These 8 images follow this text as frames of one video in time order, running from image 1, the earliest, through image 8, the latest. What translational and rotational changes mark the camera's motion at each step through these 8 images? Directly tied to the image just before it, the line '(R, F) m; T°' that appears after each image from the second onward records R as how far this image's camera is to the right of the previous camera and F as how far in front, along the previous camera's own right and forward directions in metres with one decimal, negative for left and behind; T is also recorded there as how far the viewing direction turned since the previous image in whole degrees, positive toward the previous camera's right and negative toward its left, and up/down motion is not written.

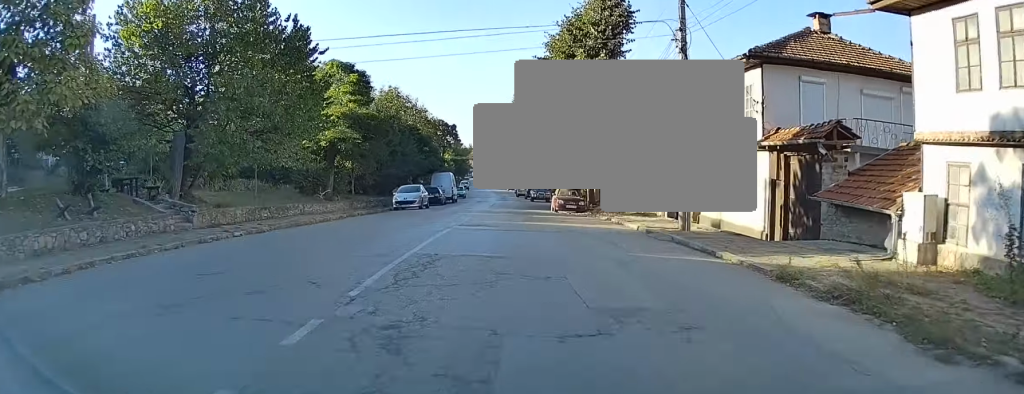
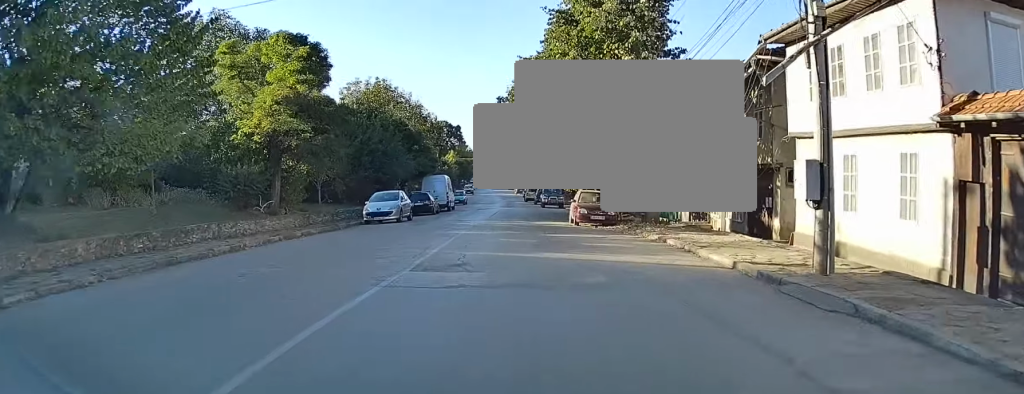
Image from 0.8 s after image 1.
(0.0, +9.5) m; 0°
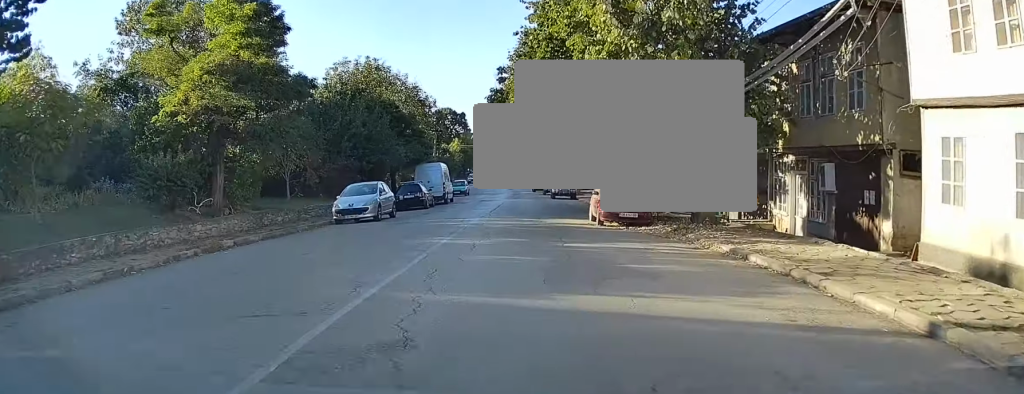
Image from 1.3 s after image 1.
(+0.1, +6.3) m; -1°
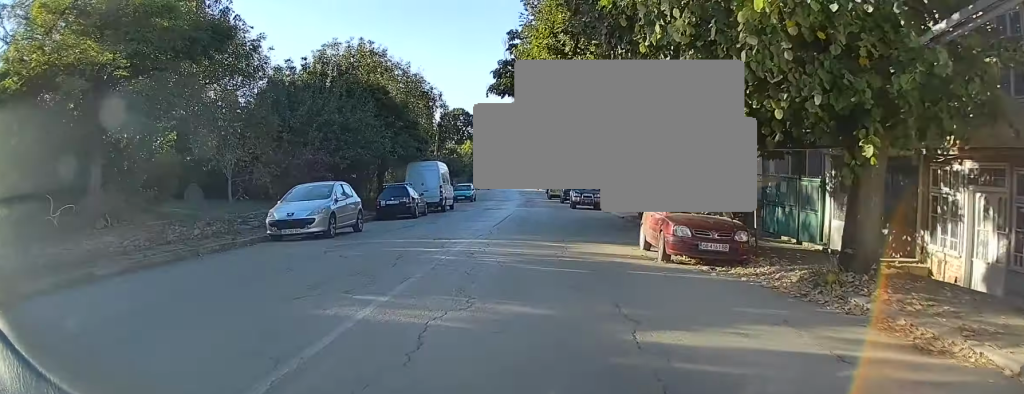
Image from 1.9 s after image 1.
(0.0, +8.1) m; -1°
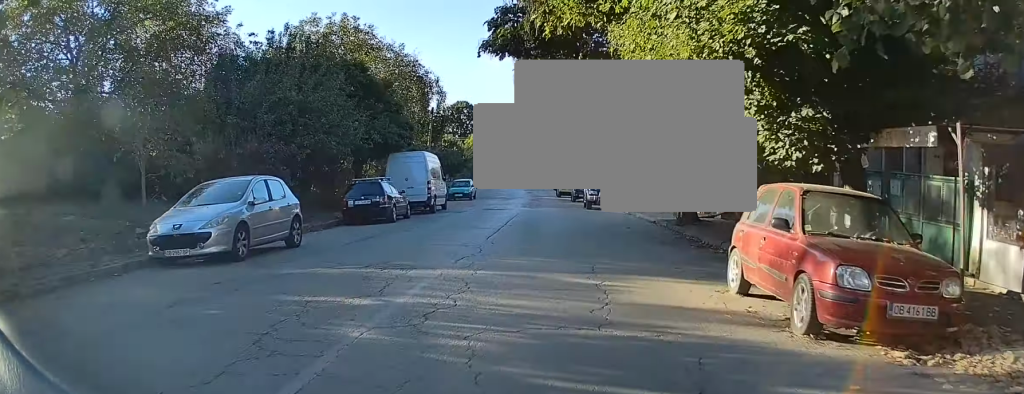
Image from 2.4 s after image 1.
(-0.2, +6.4) m; 0°
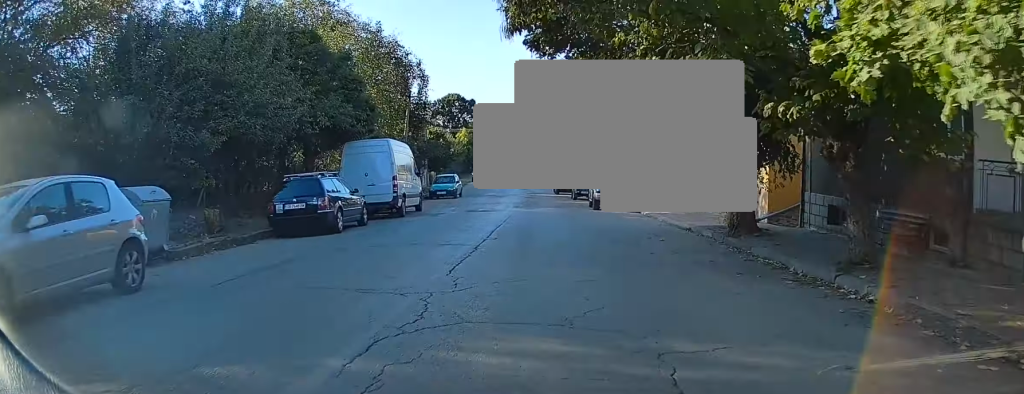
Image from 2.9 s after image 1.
(0.0, +6.4) m; 0°
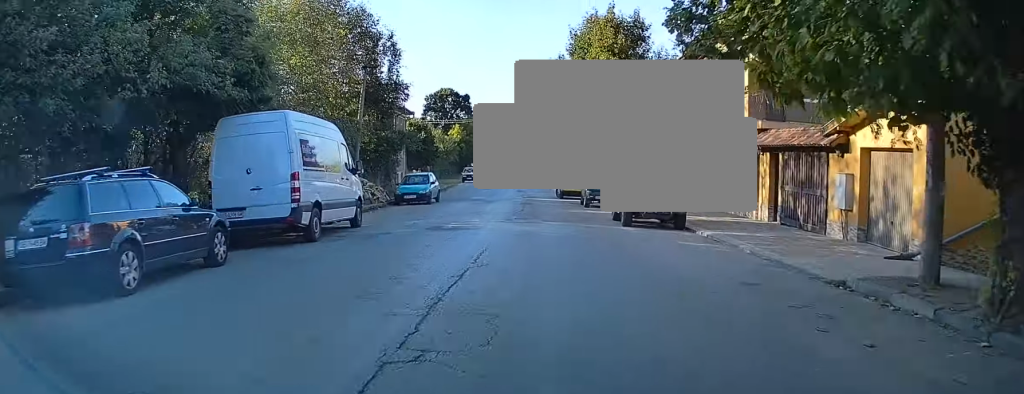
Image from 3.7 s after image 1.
(+0.2, +9.9) m; 0°
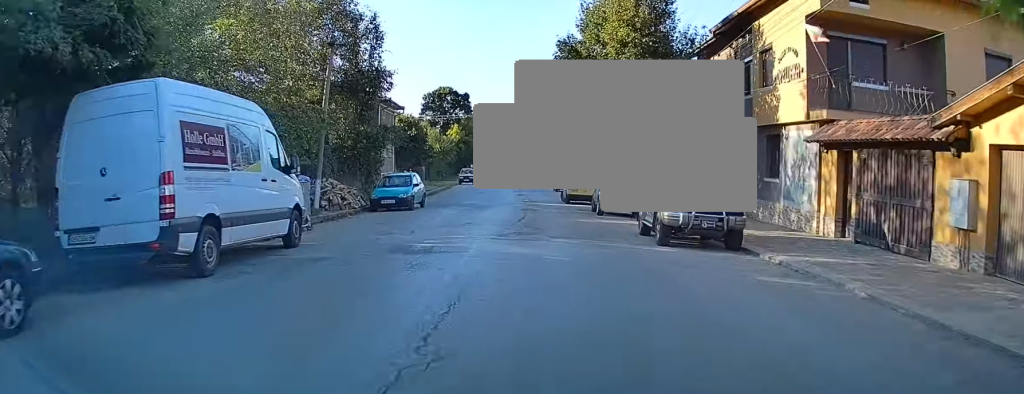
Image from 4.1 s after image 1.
(-0.1, +5.1) m; 0°
